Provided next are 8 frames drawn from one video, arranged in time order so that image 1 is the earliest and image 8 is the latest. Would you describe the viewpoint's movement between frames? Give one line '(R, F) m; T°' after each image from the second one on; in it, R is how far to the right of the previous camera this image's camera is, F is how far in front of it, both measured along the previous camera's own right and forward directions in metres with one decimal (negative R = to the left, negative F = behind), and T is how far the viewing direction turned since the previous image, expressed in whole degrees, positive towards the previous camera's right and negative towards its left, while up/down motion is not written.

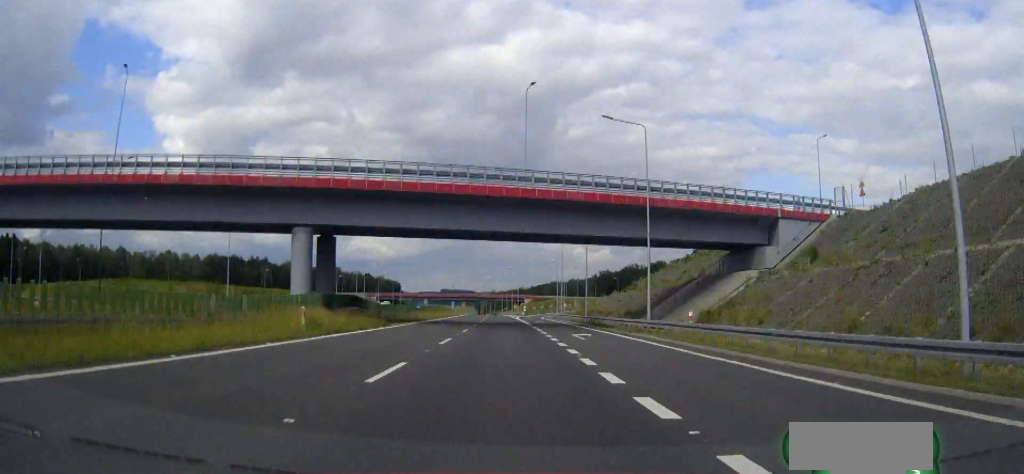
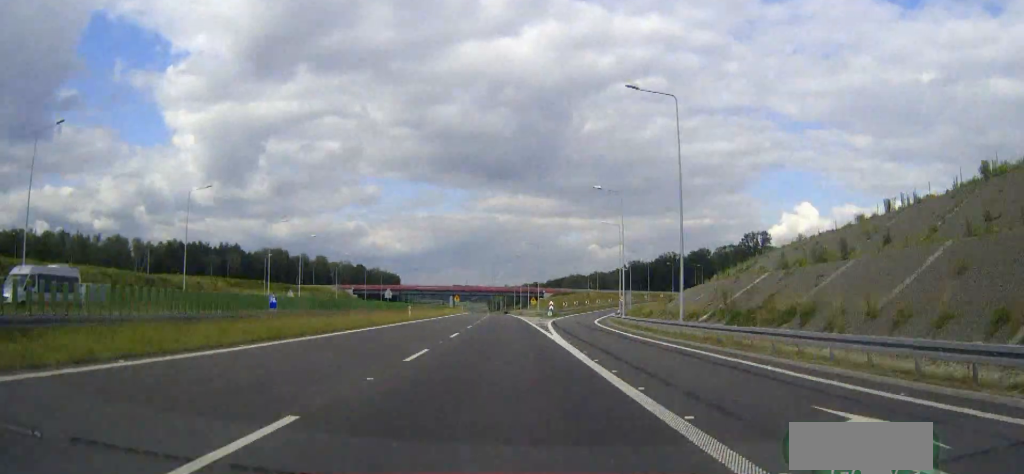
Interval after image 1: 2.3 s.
(-0.6, +67.8) m; -1°
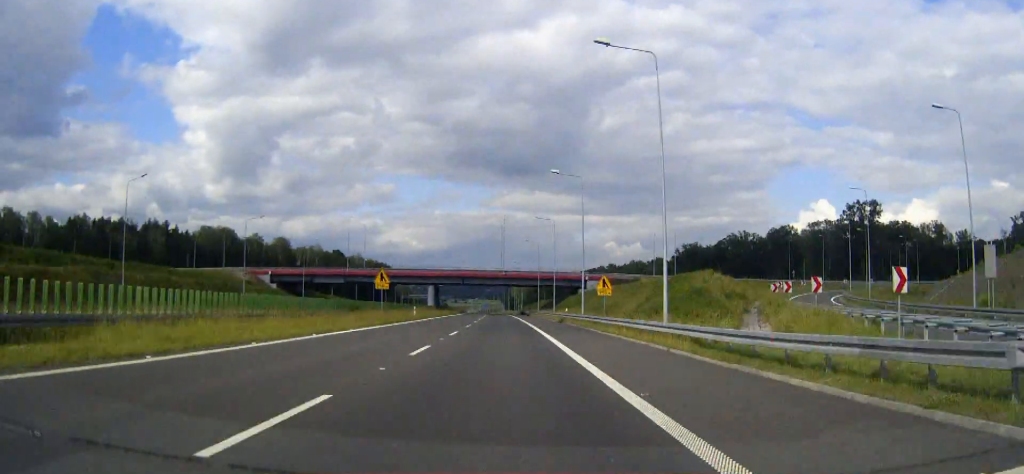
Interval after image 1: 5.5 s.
(-0.9, +94.6) m; -1°
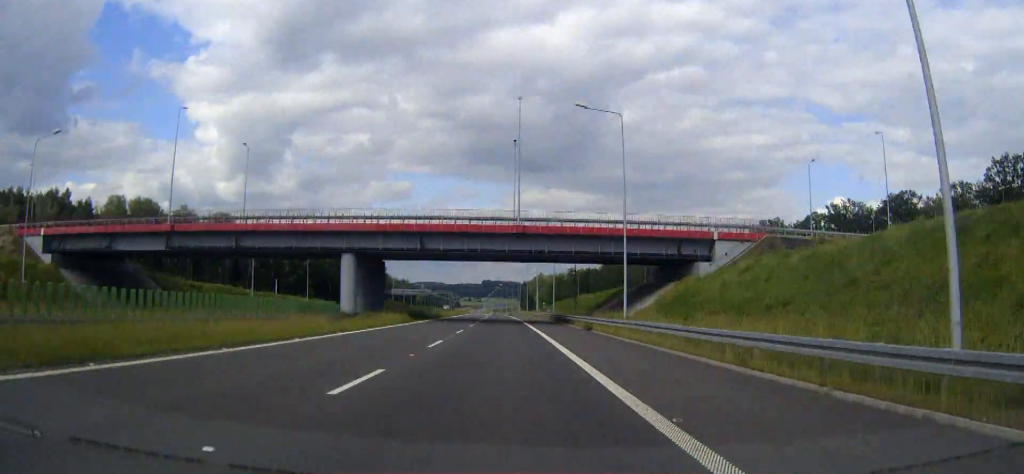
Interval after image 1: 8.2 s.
(-1.0, +80.2) m; -1°
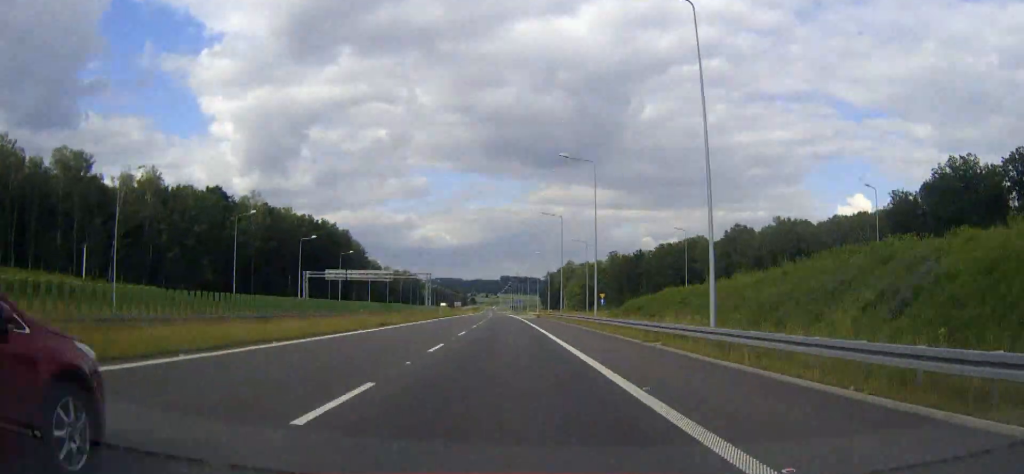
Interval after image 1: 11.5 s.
(-1.3, +98.5) m; -1°
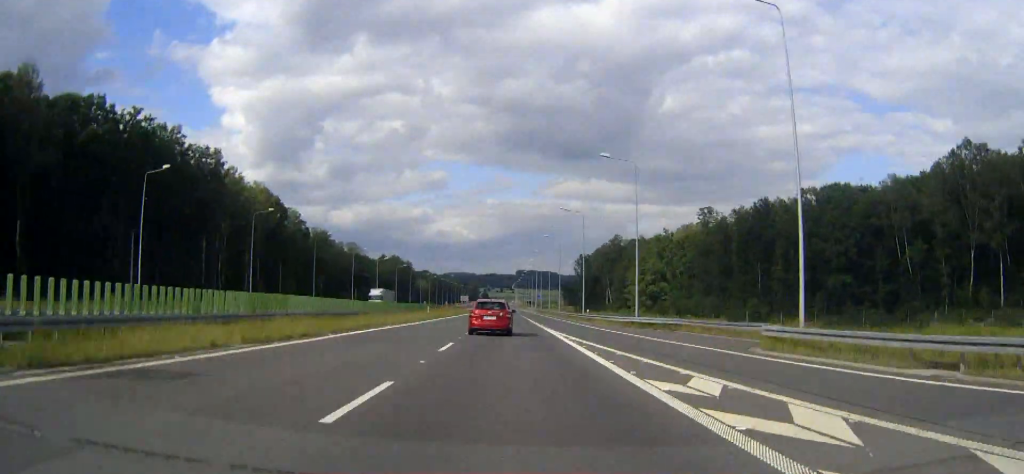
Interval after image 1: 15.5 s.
(-1.4, +119.9) m; -1°
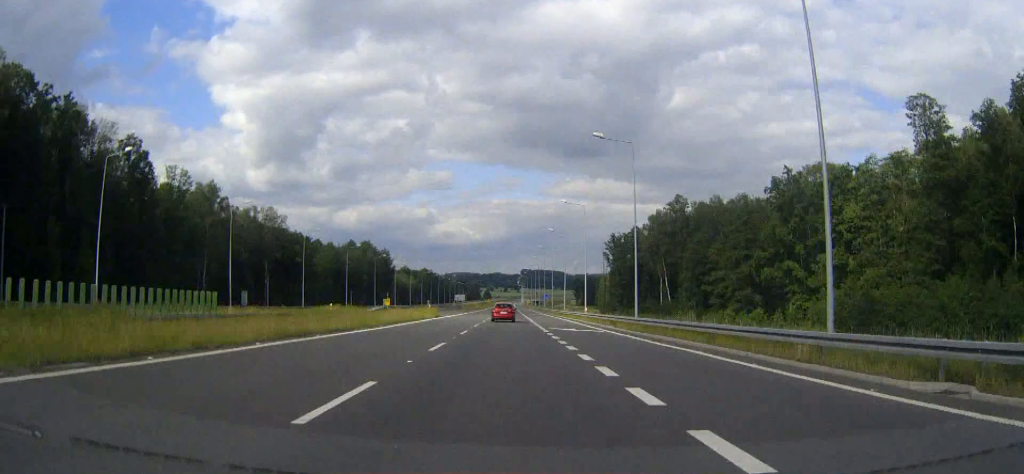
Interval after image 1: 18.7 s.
(-0.3, +96.1) m; 0°
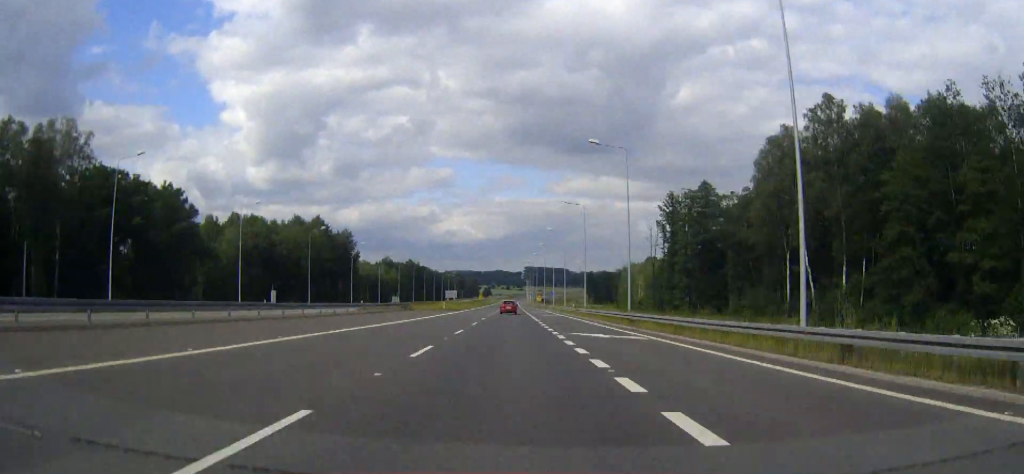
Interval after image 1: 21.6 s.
(-0.2, +87.1) m; 0°
